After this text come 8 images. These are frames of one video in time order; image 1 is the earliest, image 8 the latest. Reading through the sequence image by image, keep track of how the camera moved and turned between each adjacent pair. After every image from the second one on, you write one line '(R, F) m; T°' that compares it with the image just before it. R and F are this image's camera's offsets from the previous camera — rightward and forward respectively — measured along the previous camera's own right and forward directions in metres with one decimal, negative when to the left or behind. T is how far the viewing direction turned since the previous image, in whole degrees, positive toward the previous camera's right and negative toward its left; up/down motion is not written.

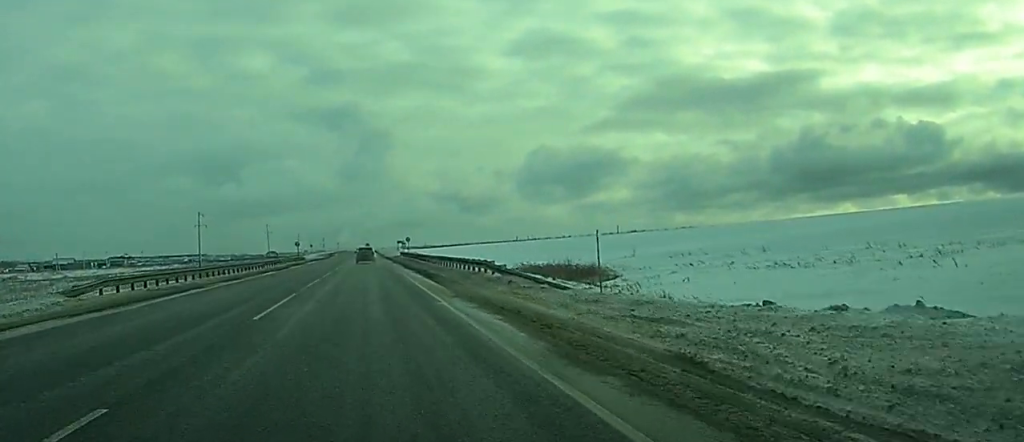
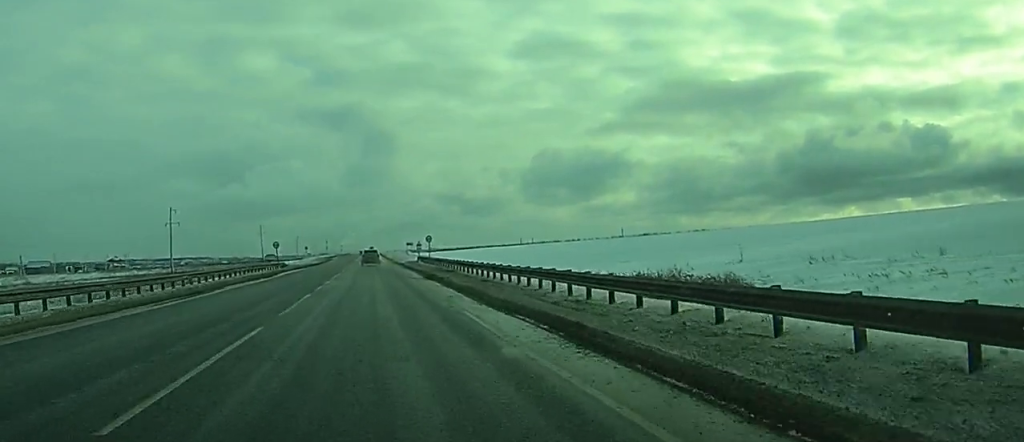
(-0.1, +34.3) m; 0°
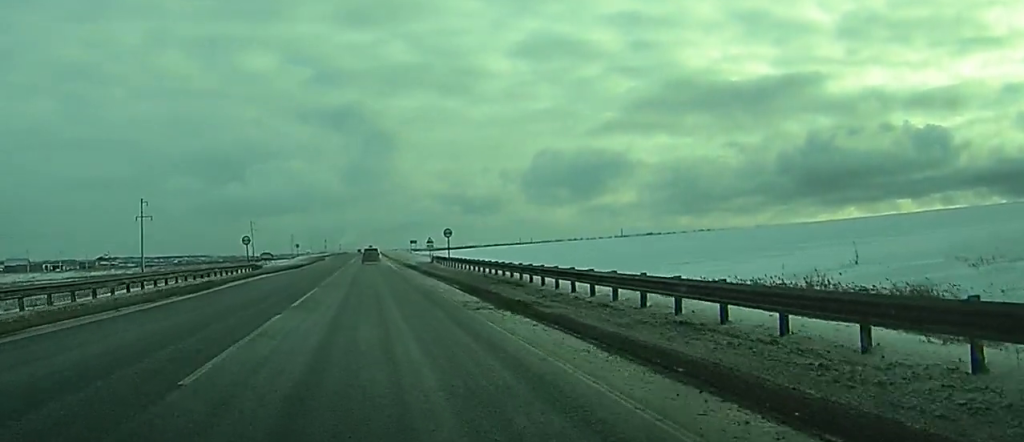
(-0.1, +21.8) m; 0°
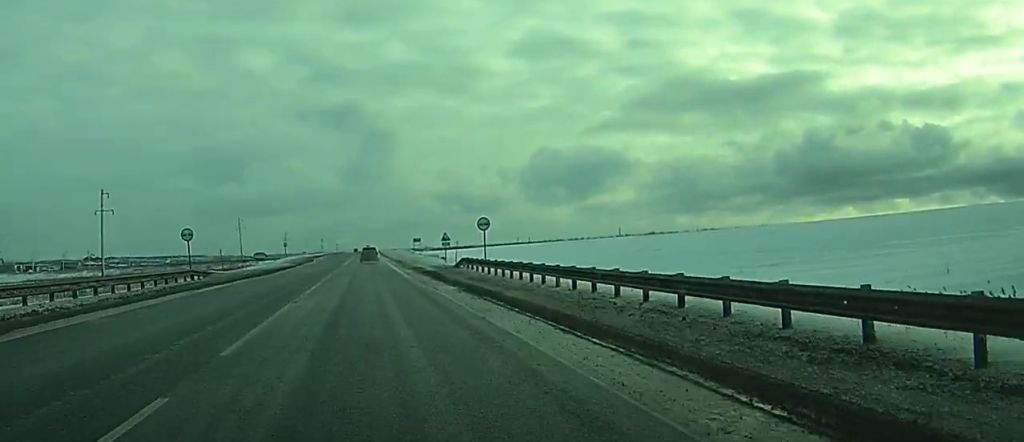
(0.0, +21.8) m; 0°
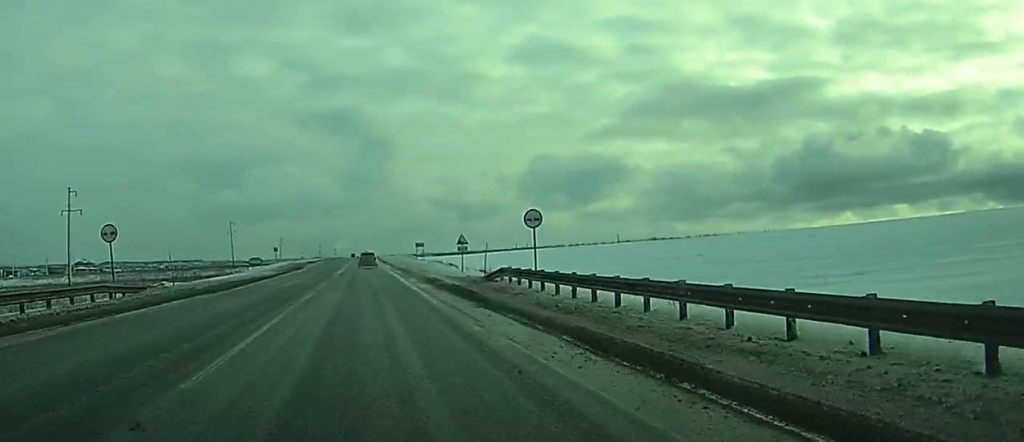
(0.0, +14.0) m; 0°
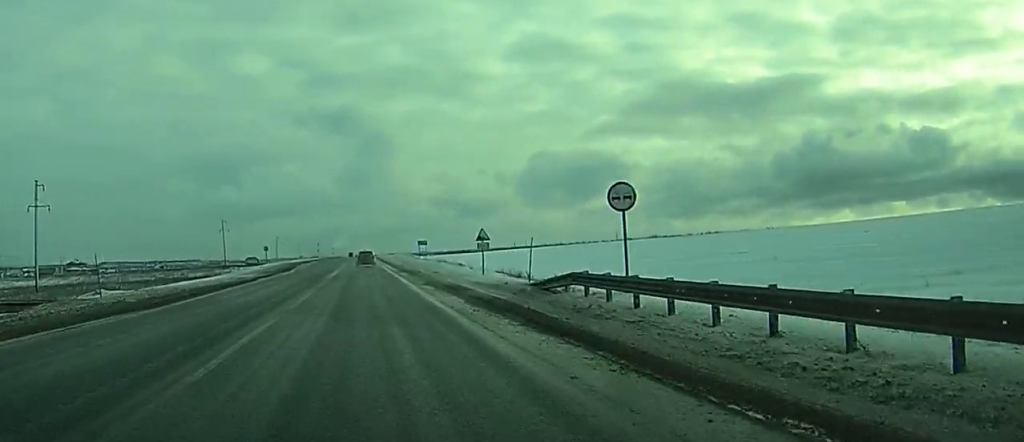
(-0.1, +11.4) m; 0°
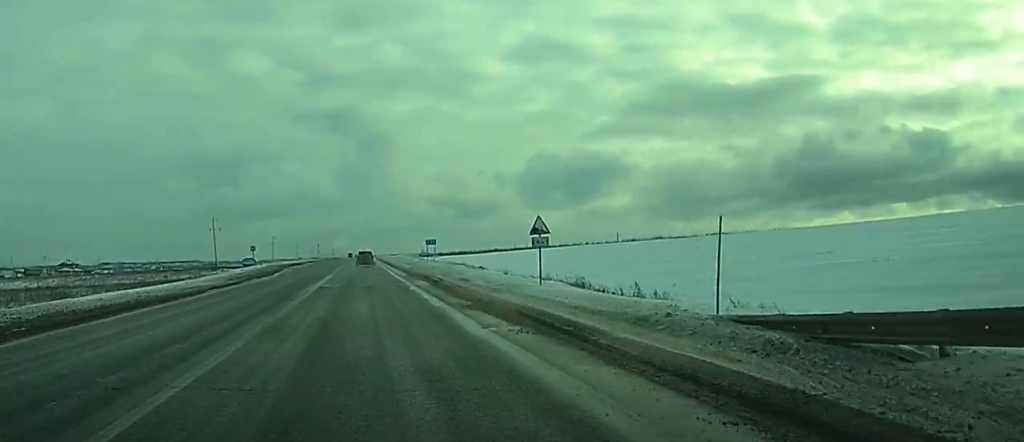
(-0.1, +15.9) m; 0°
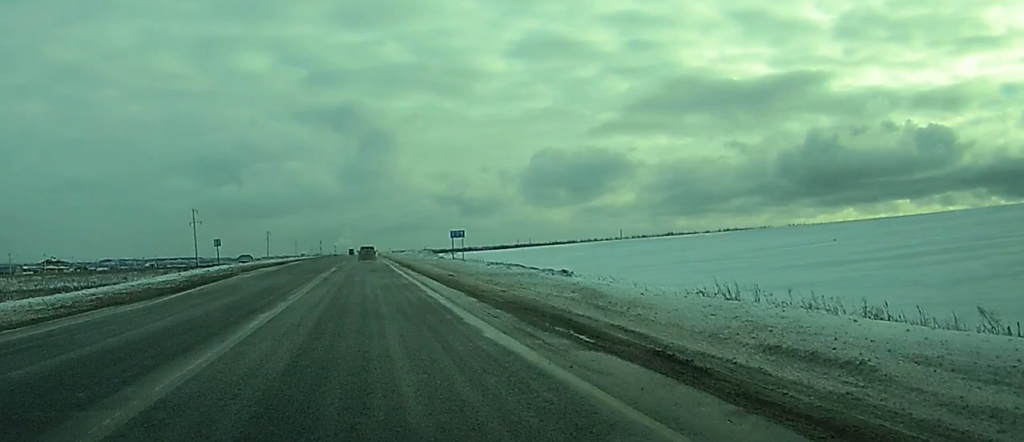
(+0.2, +30.3) m; +1°
